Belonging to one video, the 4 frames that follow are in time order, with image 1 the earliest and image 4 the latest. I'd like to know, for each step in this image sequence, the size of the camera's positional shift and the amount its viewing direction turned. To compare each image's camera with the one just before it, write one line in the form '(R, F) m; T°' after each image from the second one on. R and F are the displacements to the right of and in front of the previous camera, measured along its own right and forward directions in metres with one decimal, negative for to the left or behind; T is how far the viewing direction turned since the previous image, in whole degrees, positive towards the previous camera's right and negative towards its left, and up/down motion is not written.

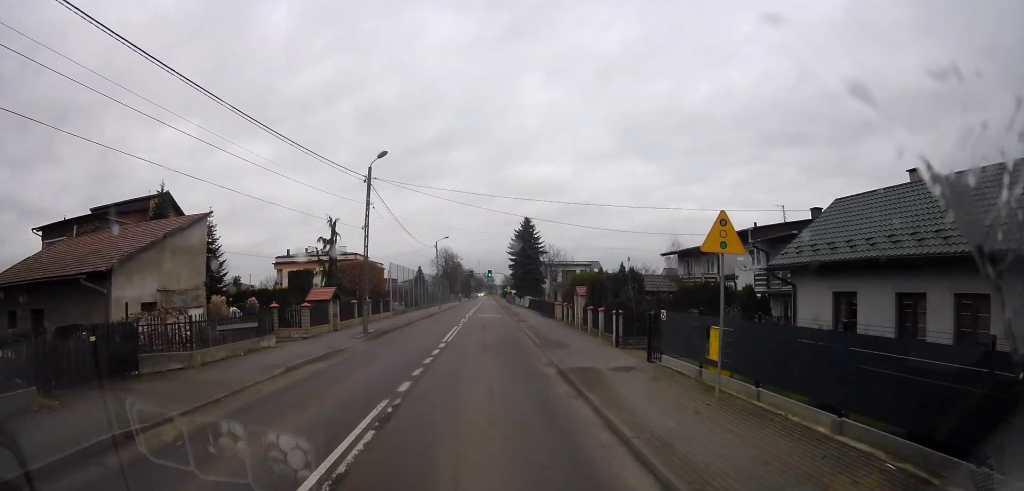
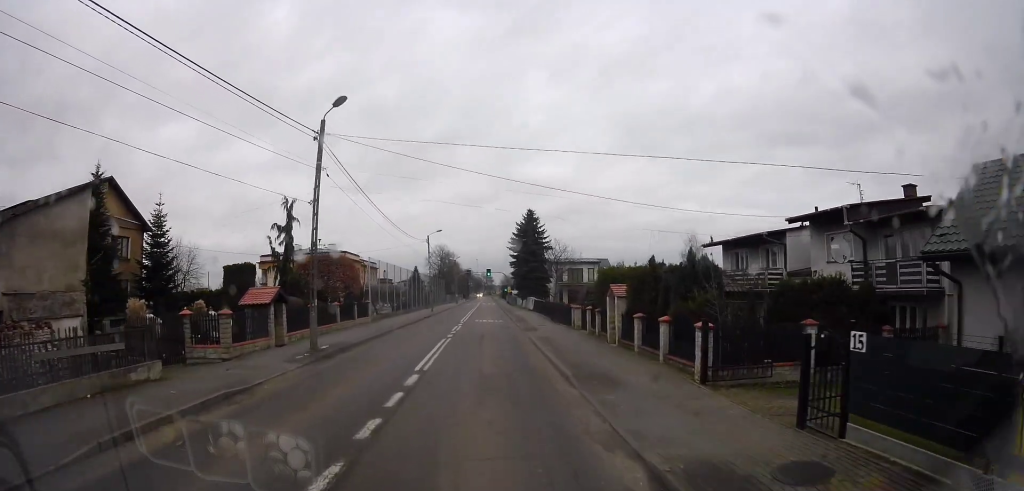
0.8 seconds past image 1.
(-0.2, +7.3) m; -2°
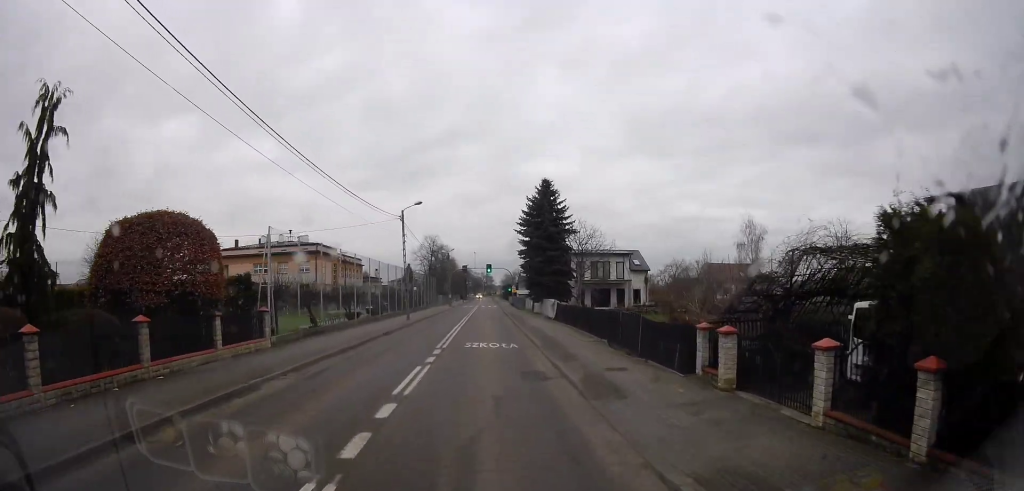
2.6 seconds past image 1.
(+0.2, +17.0) m; 0°
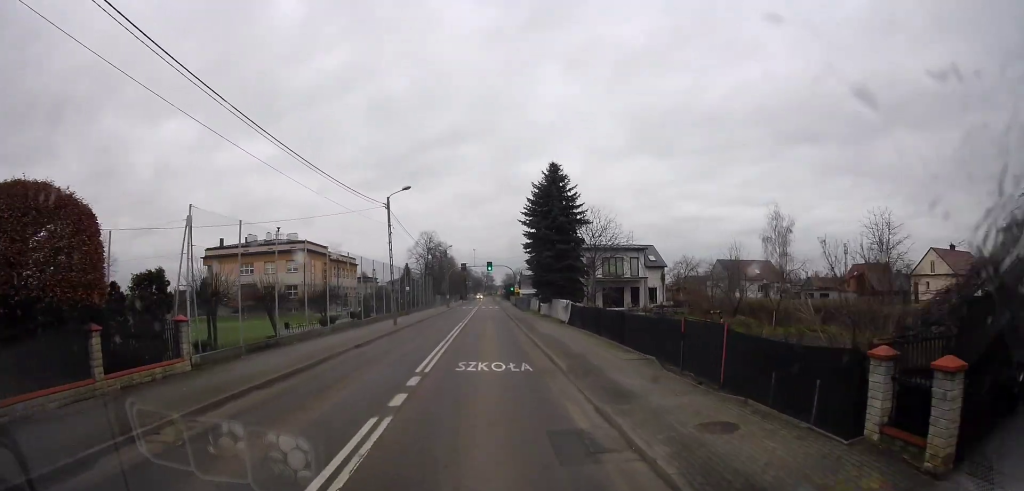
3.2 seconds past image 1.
(-0.5, +5.6) m; -2°
